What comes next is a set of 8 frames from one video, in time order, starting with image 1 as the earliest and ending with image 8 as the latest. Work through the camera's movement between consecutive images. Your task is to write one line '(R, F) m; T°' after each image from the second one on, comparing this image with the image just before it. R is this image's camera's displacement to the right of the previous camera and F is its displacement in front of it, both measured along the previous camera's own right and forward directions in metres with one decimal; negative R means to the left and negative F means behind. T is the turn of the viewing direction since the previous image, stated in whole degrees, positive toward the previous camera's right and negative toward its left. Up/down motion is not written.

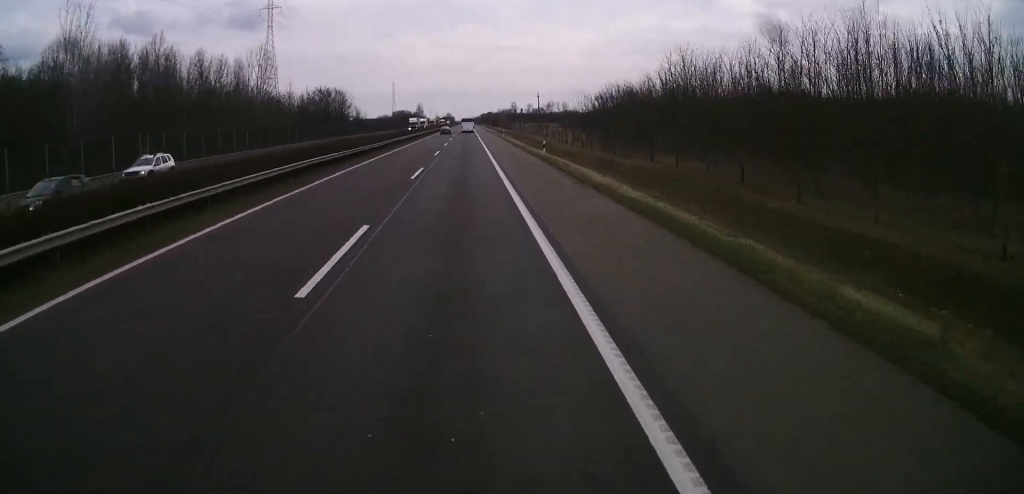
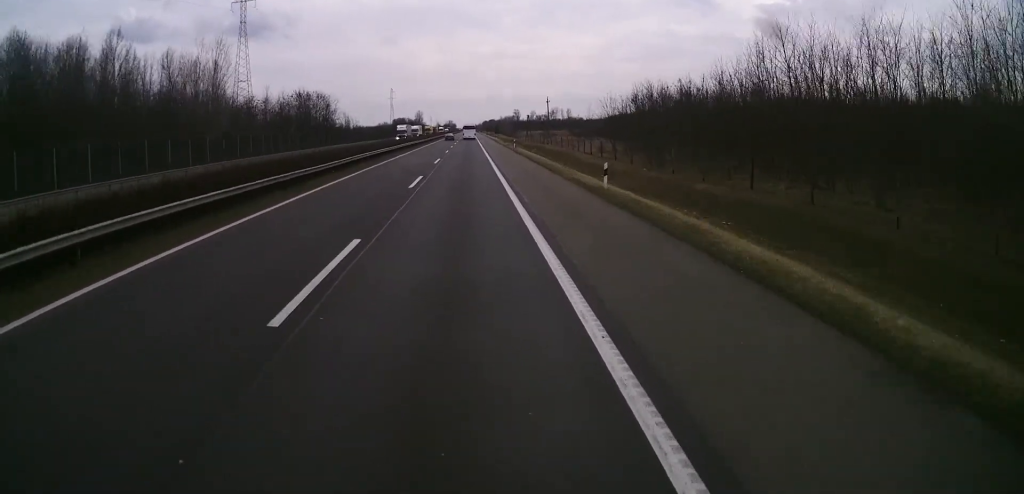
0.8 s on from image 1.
(0.0, +19.2) m; 0°
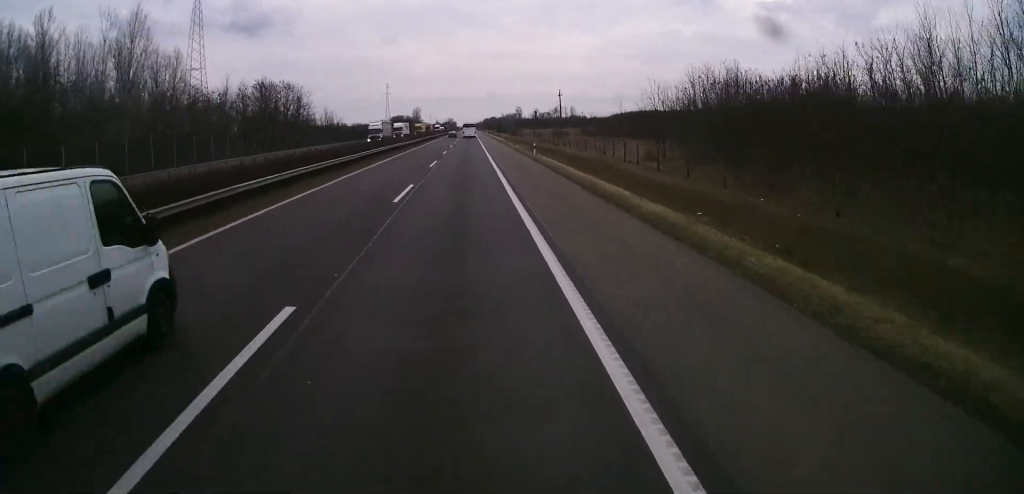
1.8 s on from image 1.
(0.0, +23.1) m; 0°
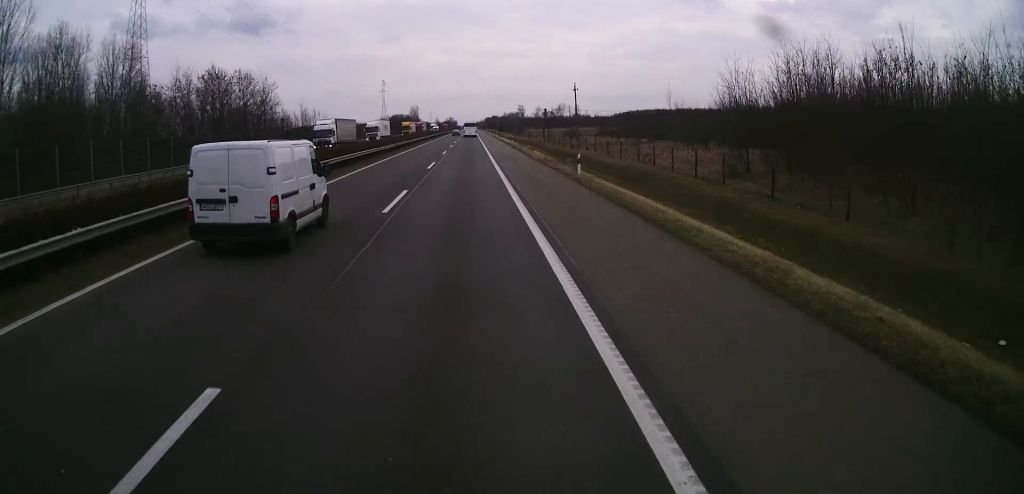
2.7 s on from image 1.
(-0.1, +20.8) m; -1°
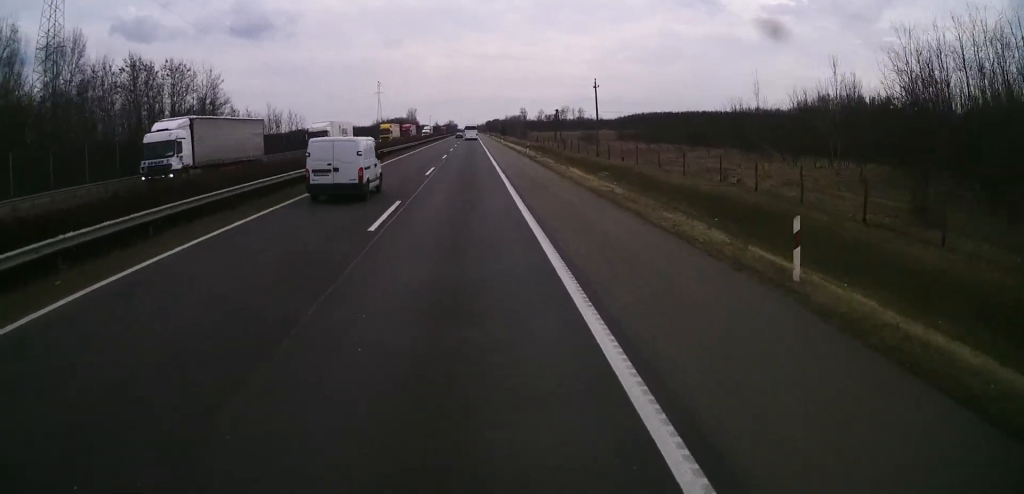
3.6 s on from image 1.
(-0.2, +20.8) m; 0°
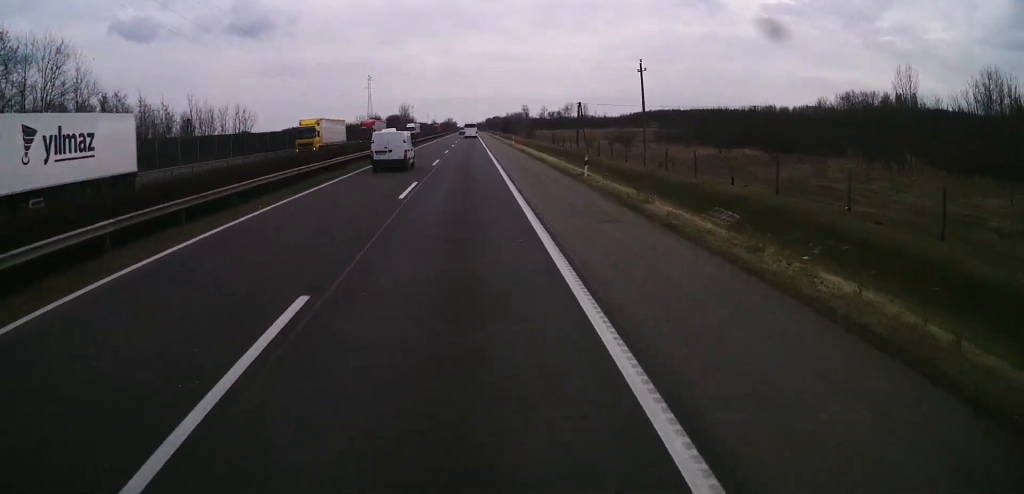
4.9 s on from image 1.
(+0.1, +30.1) m; 0°
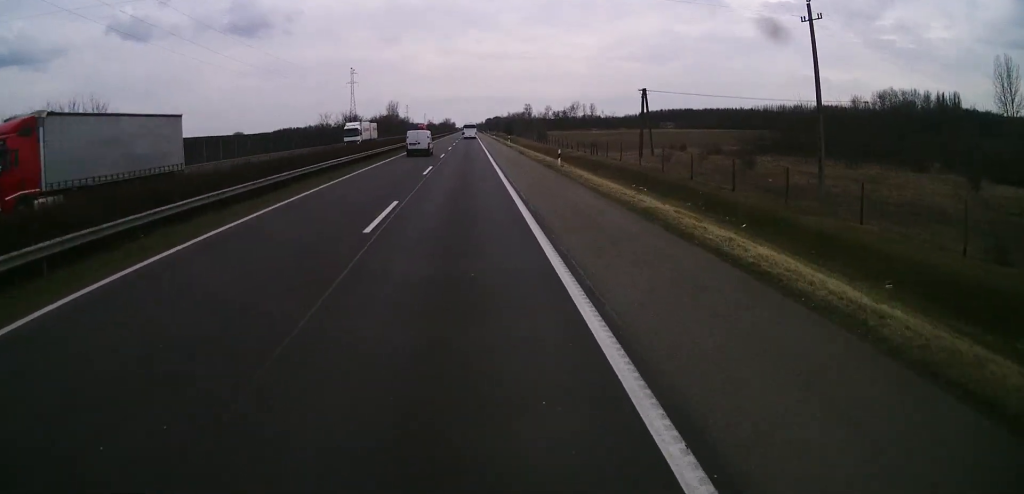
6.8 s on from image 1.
(+0.4, +42.4) m; 0°
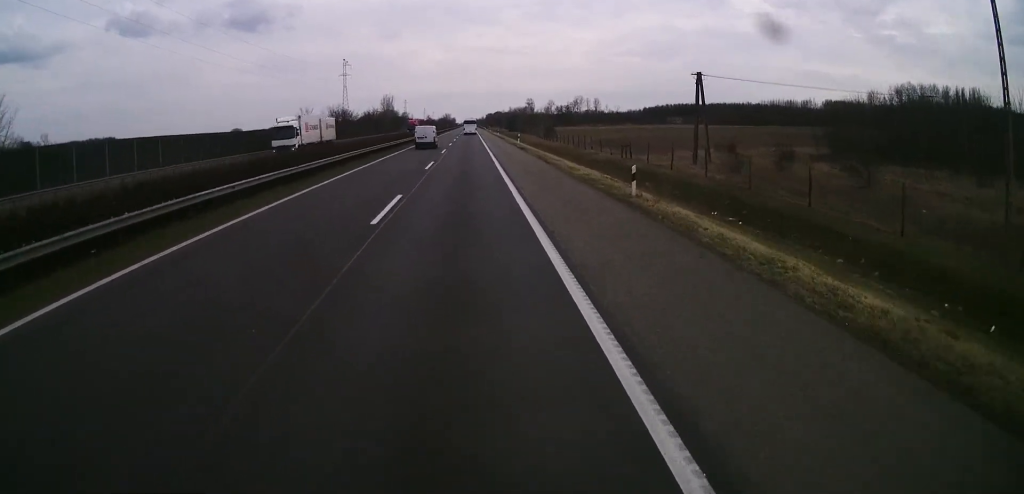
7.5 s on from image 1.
(-0.4, +17.0) m; -1°
